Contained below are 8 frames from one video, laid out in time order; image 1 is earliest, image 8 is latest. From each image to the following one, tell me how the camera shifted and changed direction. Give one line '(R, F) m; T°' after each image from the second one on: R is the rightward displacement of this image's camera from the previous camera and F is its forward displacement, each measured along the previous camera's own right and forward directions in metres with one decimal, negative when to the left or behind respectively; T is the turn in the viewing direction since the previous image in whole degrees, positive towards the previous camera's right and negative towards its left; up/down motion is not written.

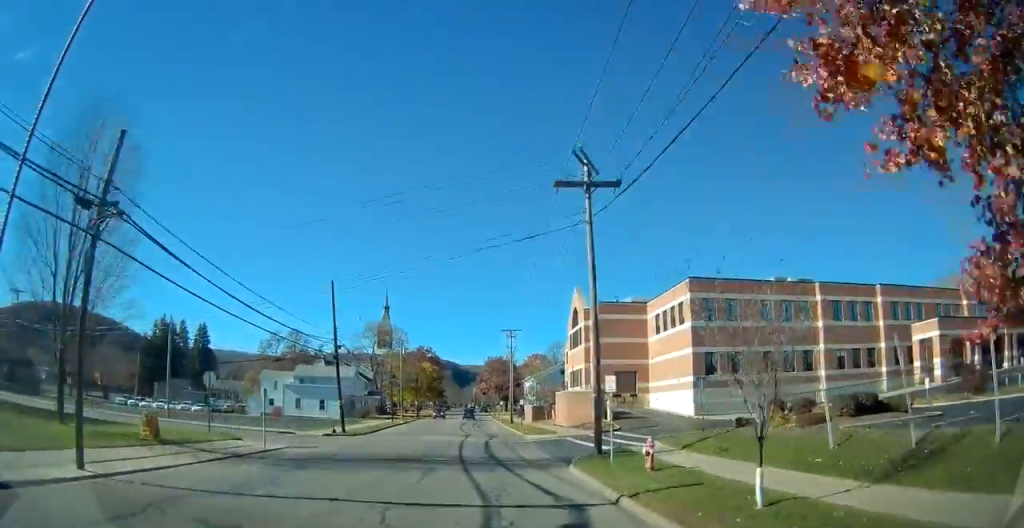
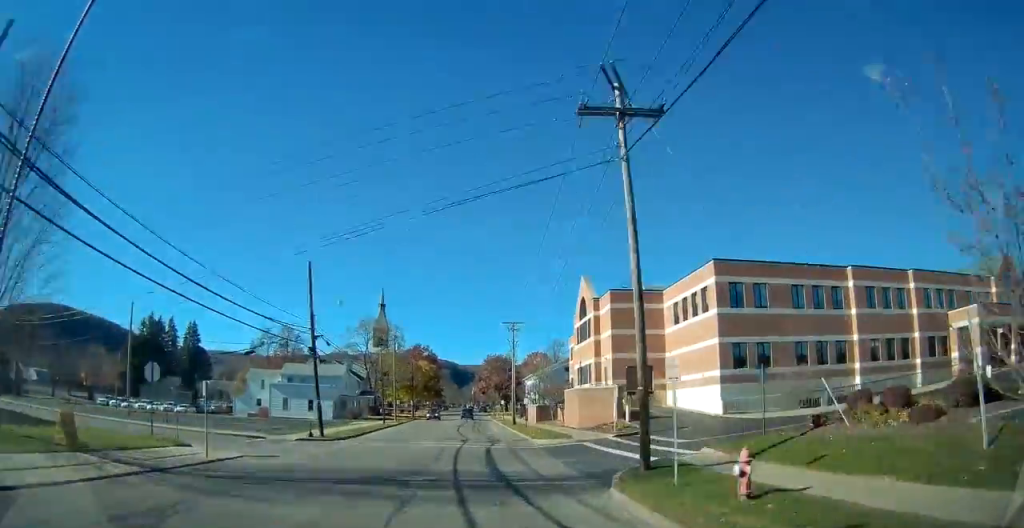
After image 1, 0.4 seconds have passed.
(-0.1, +5.5) m; -1°
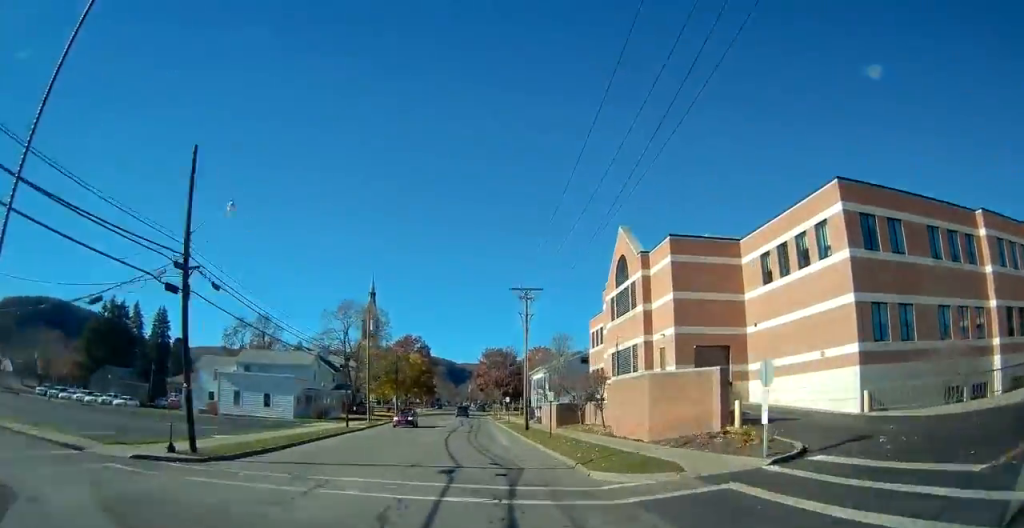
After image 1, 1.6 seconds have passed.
(-0.1, +16.2) m; +2°
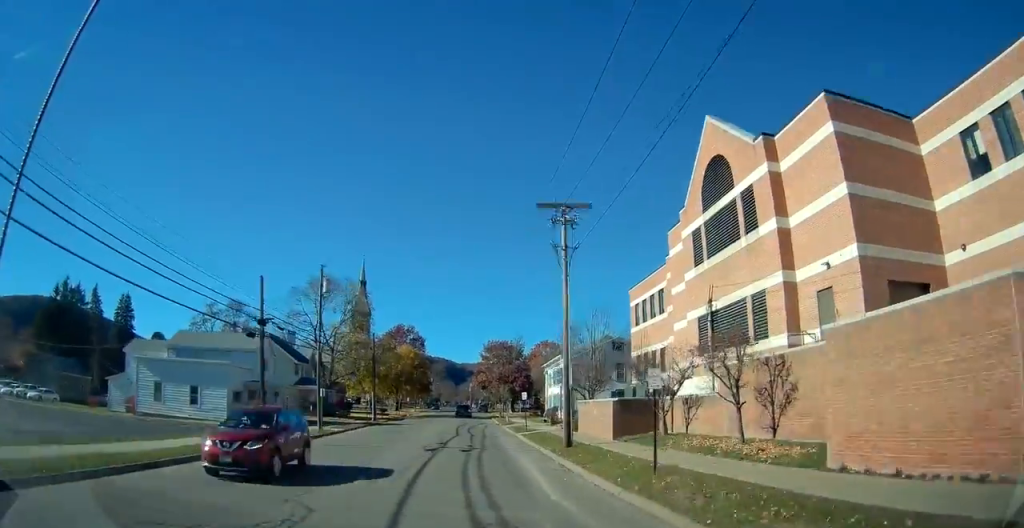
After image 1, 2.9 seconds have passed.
(+0.3, +17.5) m; 0°
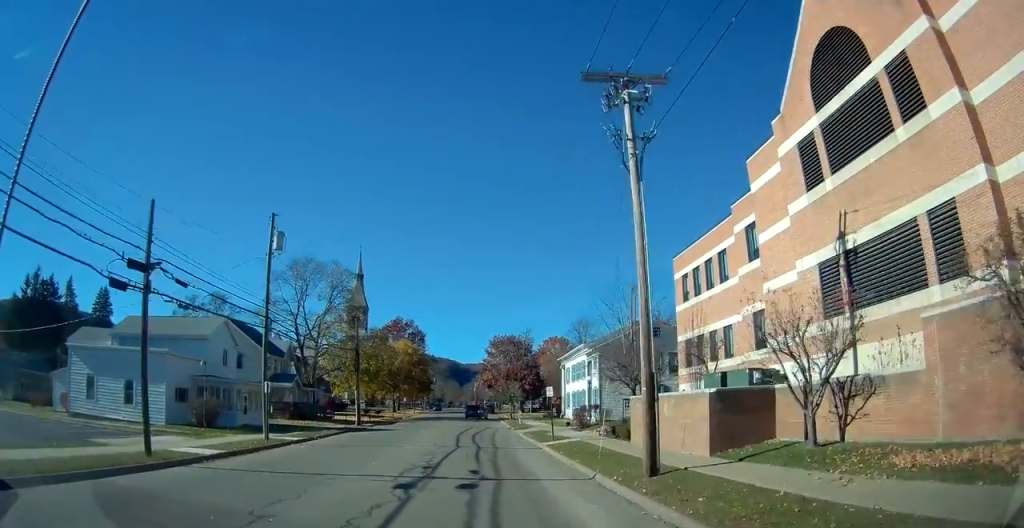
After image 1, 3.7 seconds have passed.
(-0.2, +10.6) m; -1°
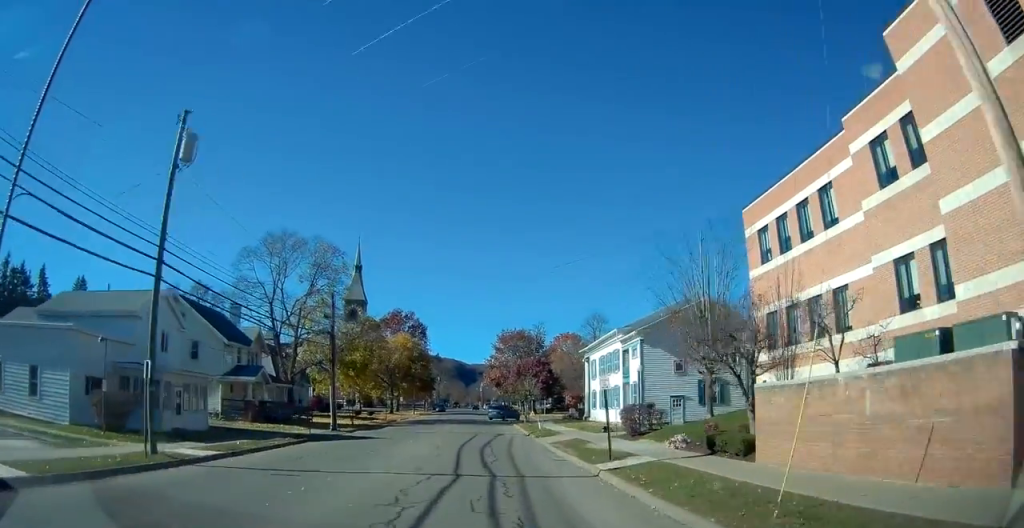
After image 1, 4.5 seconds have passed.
(0.0, +10.5) m; 0°
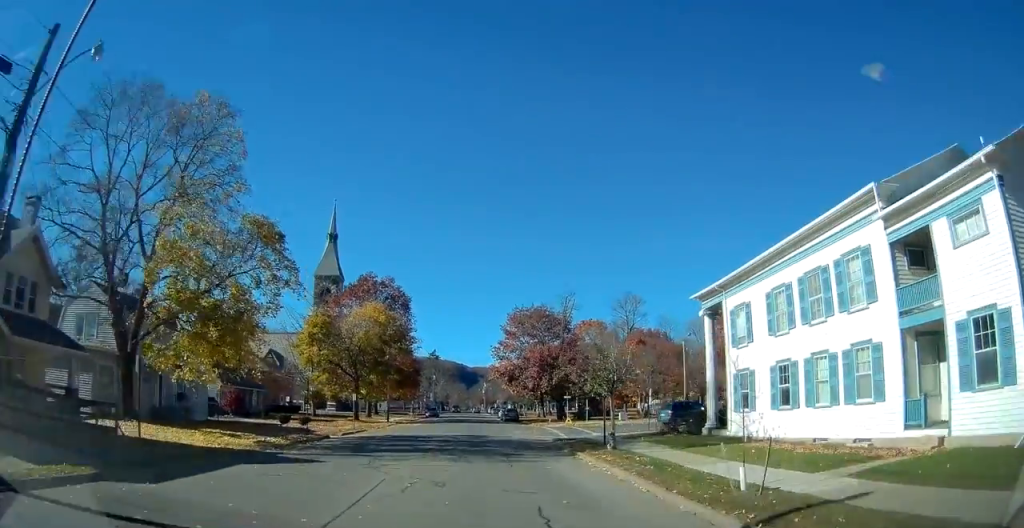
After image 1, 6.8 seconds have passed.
(+0.1, +29.9) m; +2°
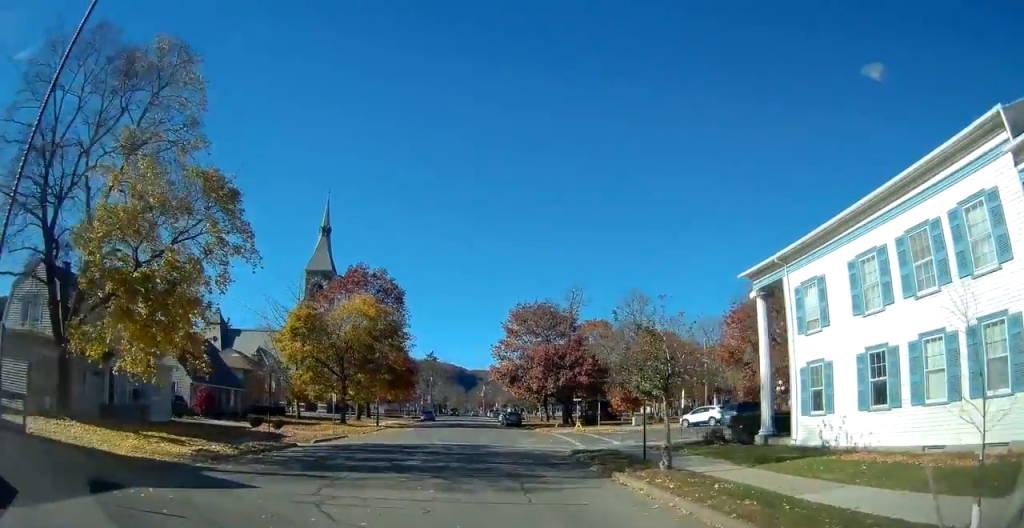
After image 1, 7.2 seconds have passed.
(+0.2, +5.8) m; 0°
